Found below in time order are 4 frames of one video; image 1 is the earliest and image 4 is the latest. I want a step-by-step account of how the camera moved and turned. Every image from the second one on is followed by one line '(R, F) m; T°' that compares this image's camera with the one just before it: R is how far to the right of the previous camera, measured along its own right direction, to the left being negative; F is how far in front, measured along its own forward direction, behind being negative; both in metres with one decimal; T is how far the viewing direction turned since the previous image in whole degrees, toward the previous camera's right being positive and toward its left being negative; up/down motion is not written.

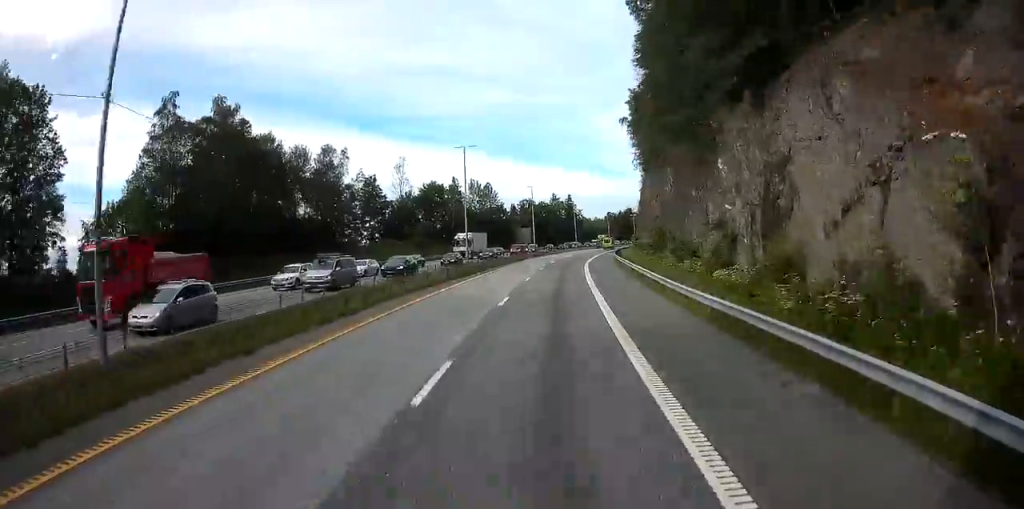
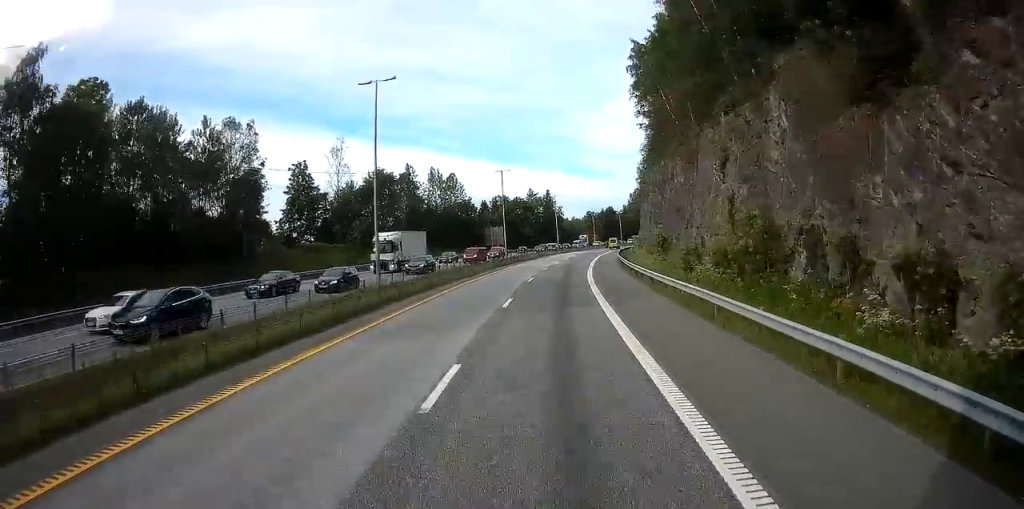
(+0.5, +24.4) m; +2°
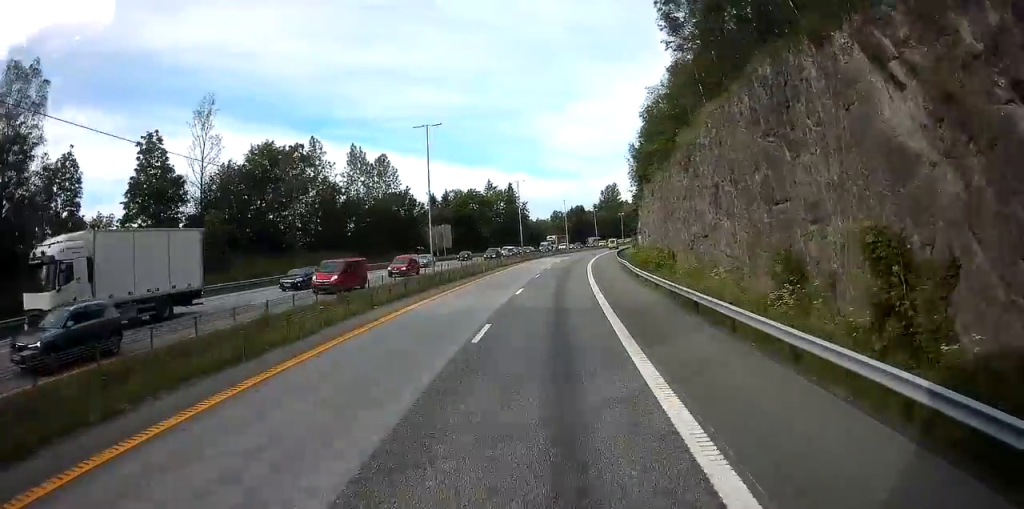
(+0.9, +30.9) m; +3°
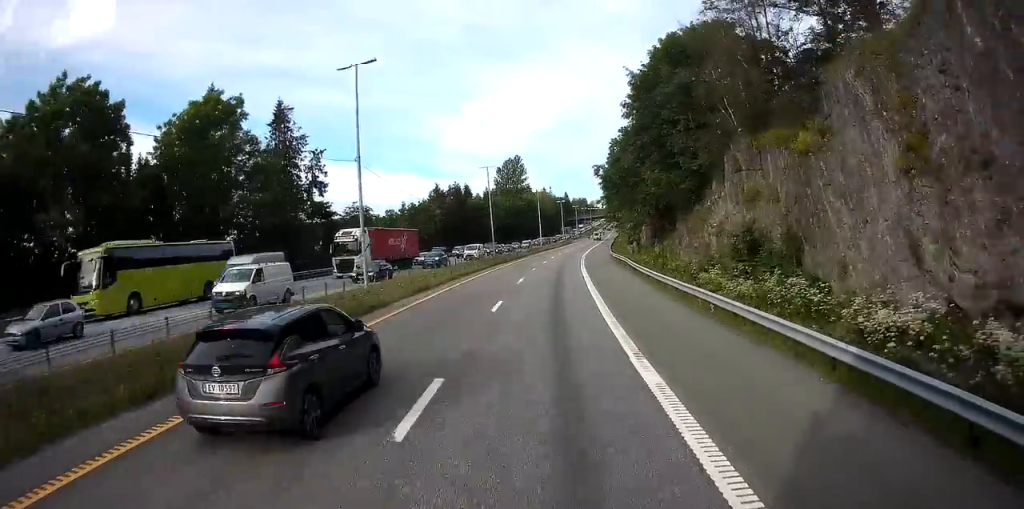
(+9.7, +101.8) m; +11°
